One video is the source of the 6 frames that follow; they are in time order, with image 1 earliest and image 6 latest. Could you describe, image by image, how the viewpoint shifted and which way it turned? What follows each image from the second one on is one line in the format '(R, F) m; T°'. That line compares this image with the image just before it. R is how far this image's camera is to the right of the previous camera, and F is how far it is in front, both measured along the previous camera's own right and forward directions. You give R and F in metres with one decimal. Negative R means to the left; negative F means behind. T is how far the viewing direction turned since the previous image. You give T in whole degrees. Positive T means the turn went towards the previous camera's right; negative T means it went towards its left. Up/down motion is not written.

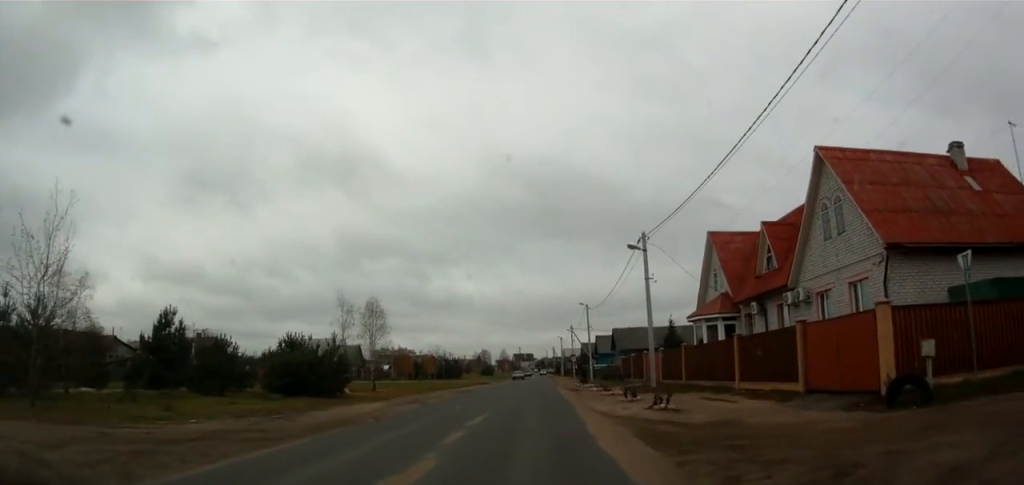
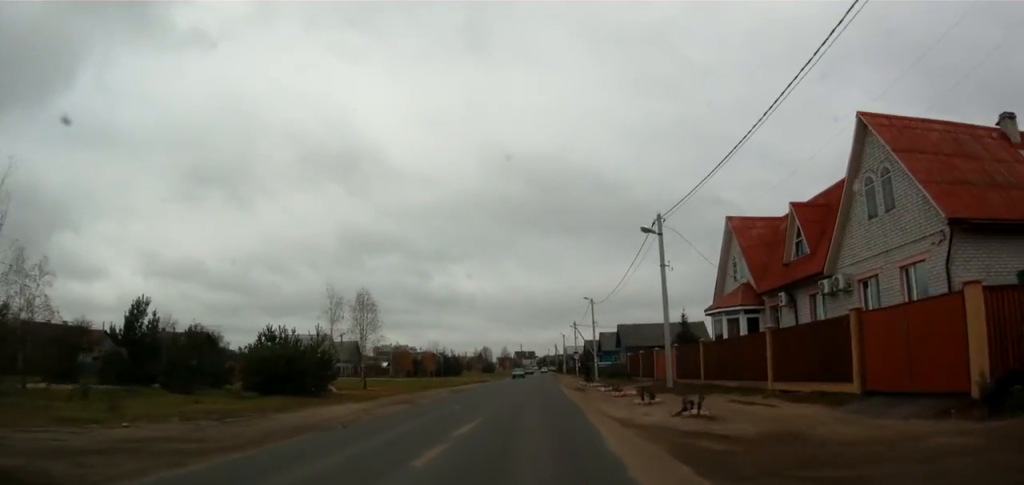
(+0.1, +3.2) m; -2°
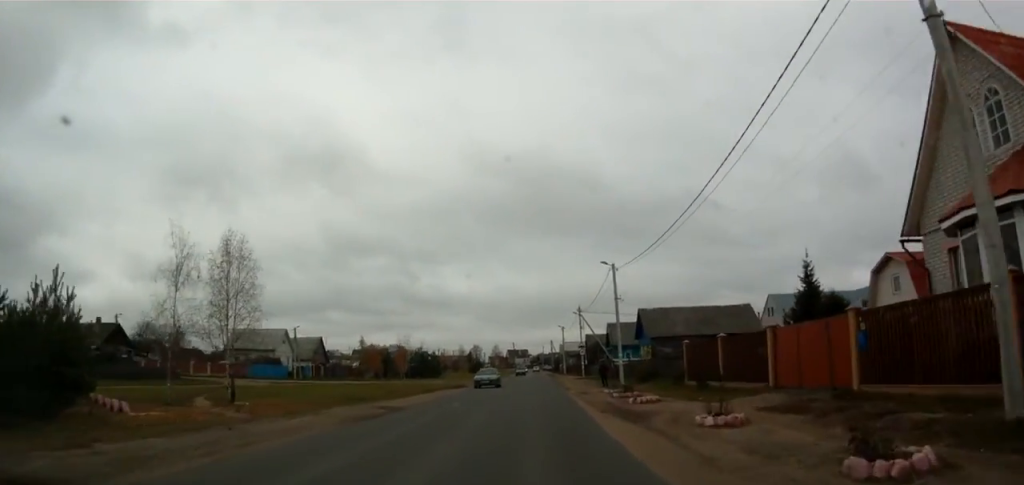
(-0.4, +20.1) m; 0°
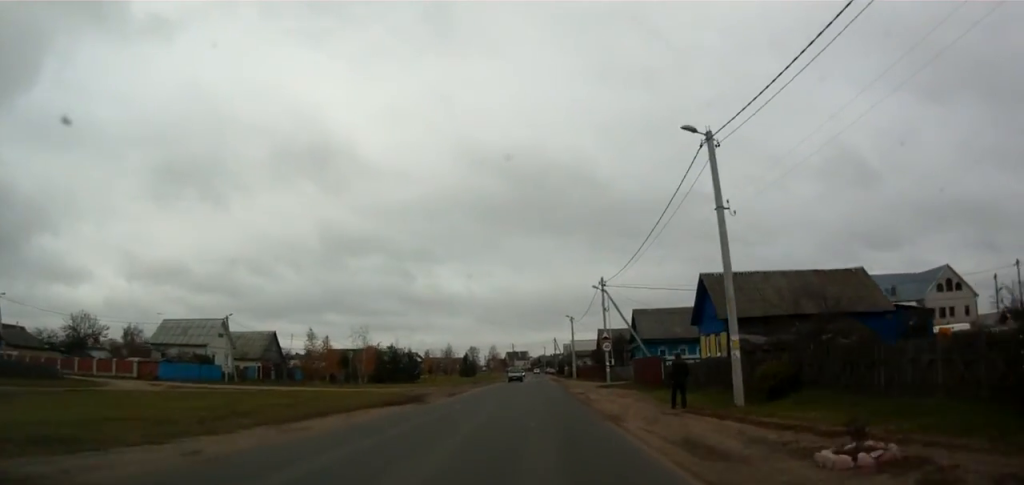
(-0.5, +21.7) m; +1°
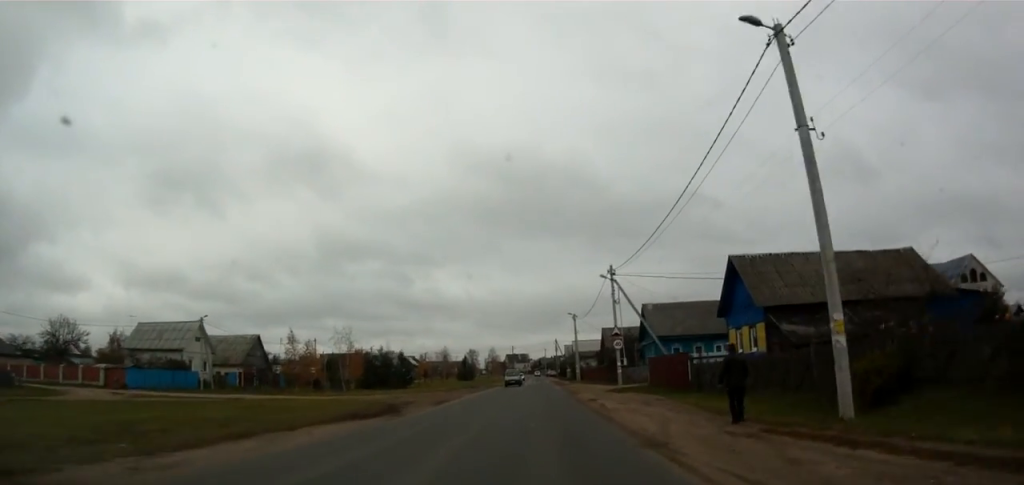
(+0.3, +6.2) m; 0°
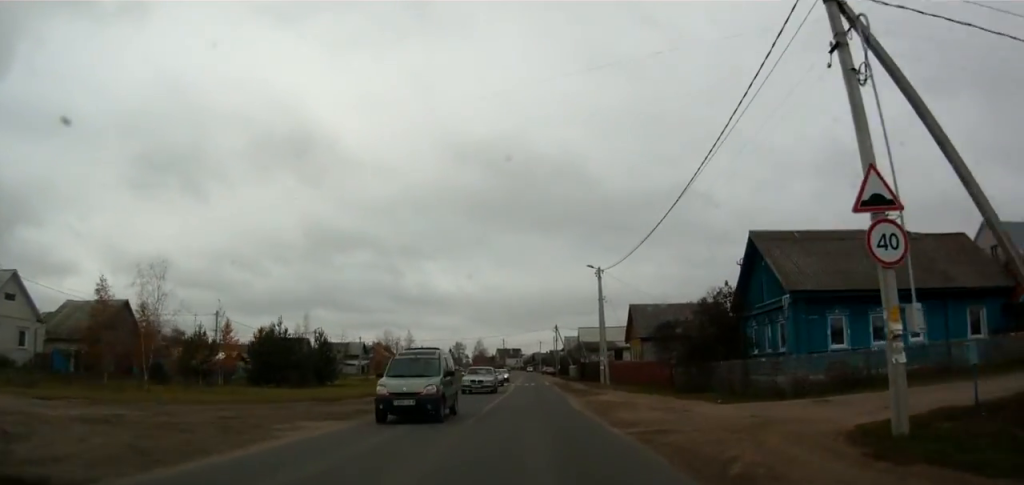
(-0.3, +30.4) m; +1°
